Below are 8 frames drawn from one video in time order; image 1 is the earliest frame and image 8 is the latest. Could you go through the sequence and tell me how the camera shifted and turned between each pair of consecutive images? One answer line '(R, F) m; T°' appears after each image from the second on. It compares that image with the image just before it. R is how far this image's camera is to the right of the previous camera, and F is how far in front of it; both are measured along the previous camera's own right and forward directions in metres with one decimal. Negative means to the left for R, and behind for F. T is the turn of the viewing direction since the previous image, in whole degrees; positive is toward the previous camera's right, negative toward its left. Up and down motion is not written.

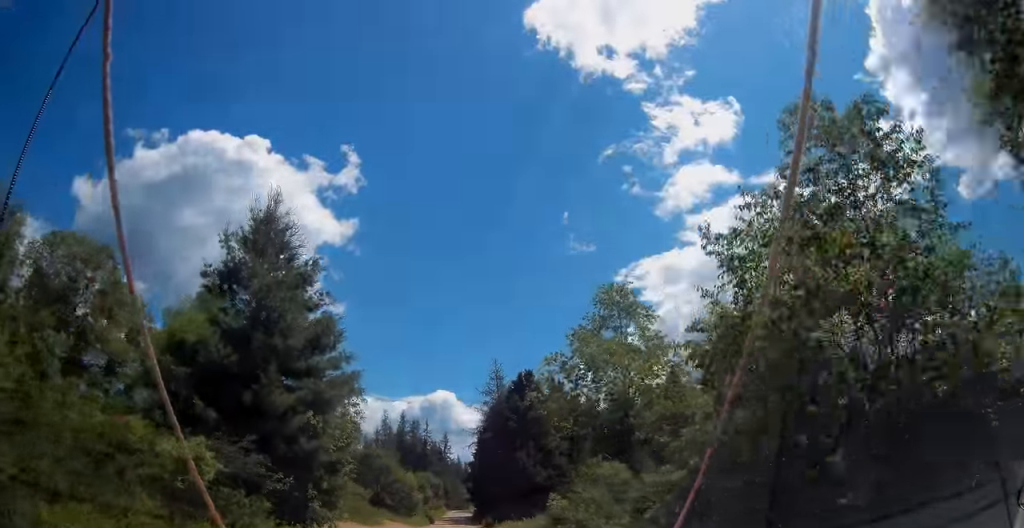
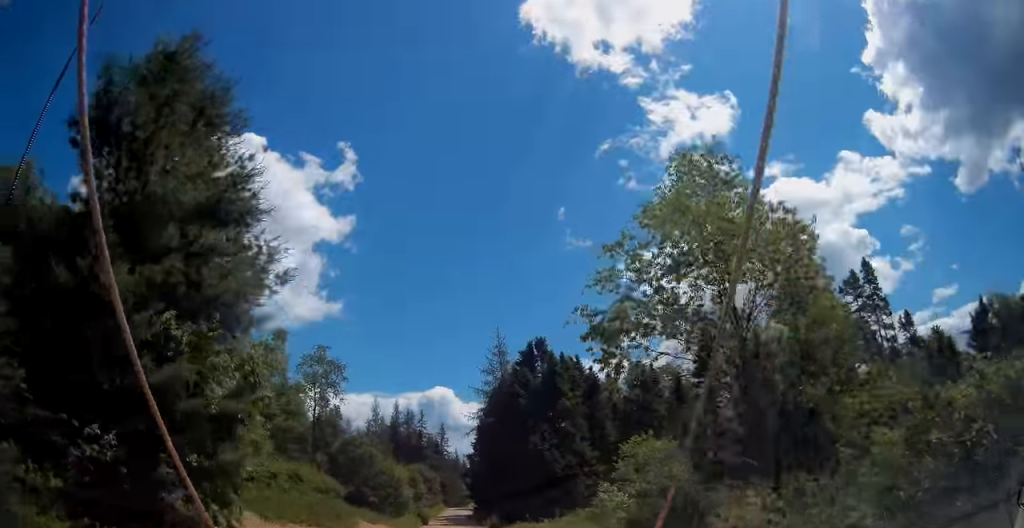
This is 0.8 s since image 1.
(0.0, +9.2) m; 0°
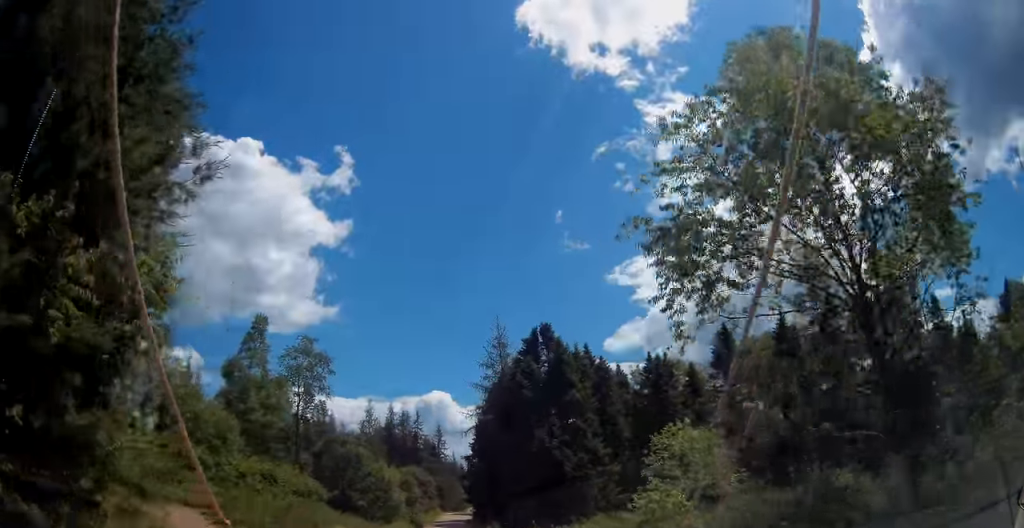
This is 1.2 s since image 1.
(0.0, +4.4) m; 0°
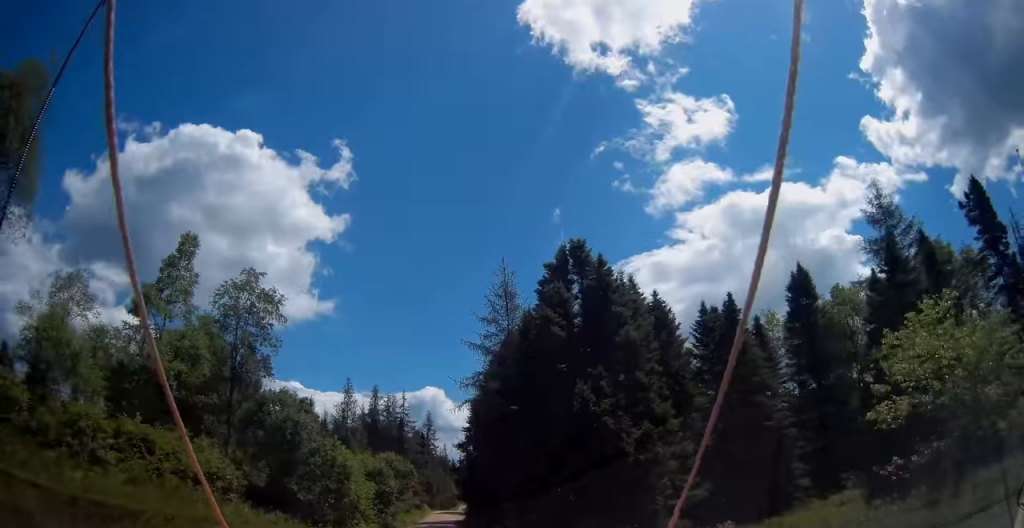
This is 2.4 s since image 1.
(-0.1, +12.5) m; -1°
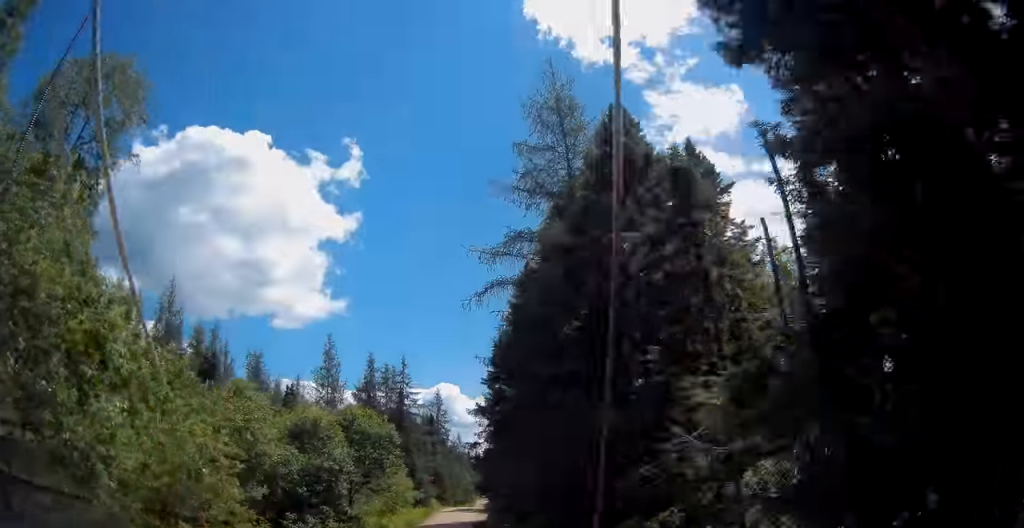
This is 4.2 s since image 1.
(-0.1, +19.5) m; 0°
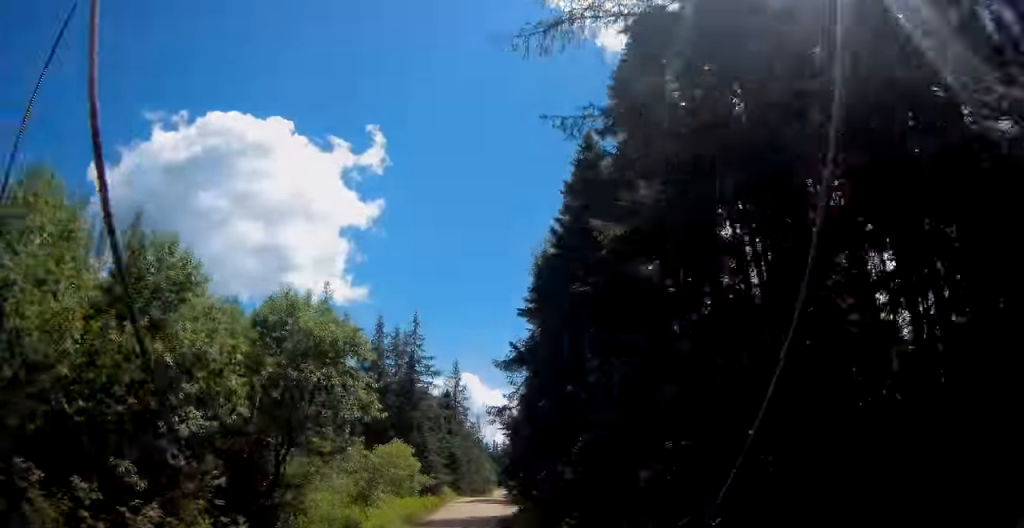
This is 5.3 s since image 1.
(+0.1, +11.2) m; -1°
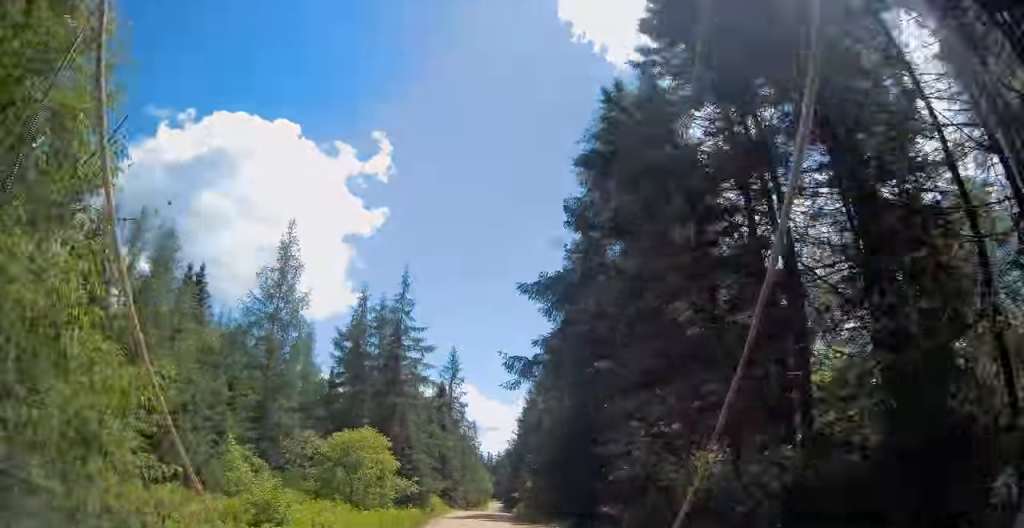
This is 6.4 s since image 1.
(-0.4, +12.8) m; 0°
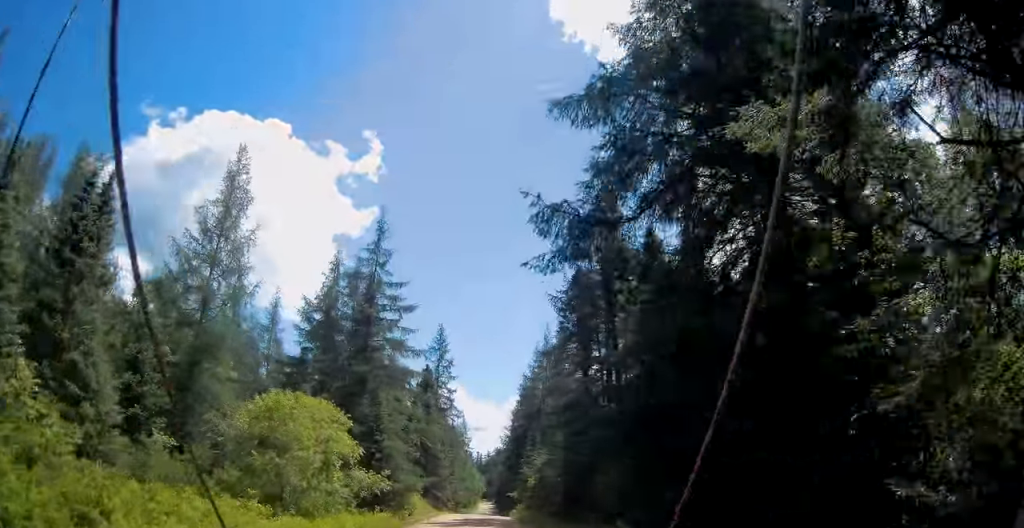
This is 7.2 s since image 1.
(+0.4, +9.2) m; 0°
